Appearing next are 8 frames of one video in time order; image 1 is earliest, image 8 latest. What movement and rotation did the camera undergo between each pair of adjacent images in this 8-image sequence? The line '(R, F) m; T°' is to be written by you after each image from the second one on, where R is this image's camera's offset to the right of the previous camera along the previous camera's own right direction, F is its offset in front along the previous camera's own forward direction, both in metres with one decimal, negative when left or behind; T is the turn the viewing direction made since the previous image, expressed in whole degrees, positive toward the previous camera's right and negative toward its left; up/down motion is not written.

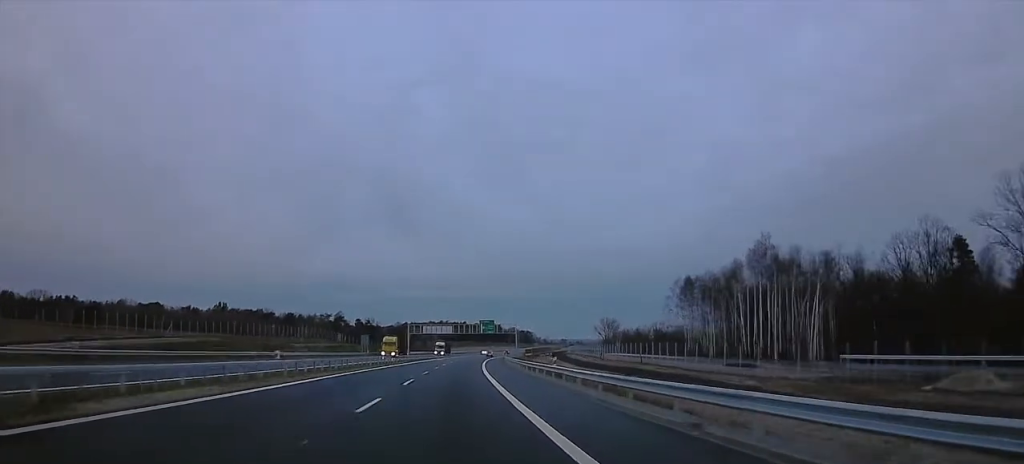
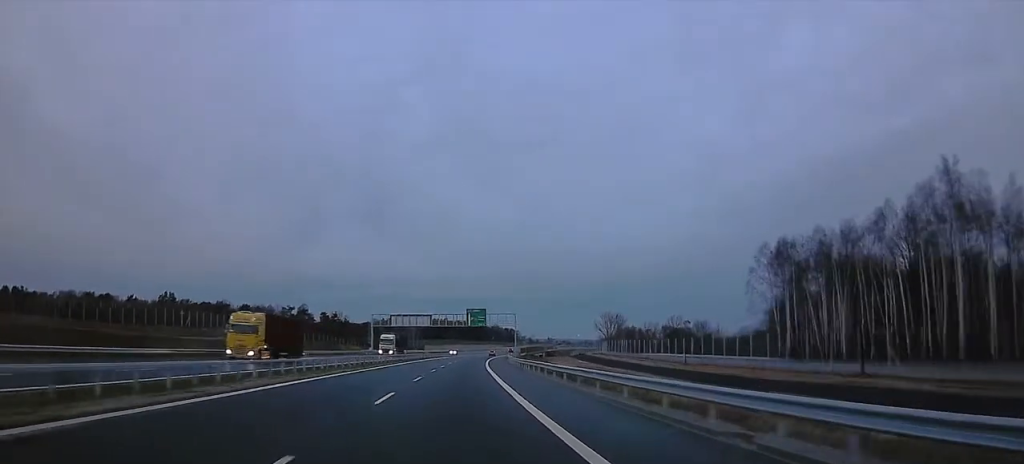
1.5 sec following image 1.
(-0.5, +46.5) m; 0°
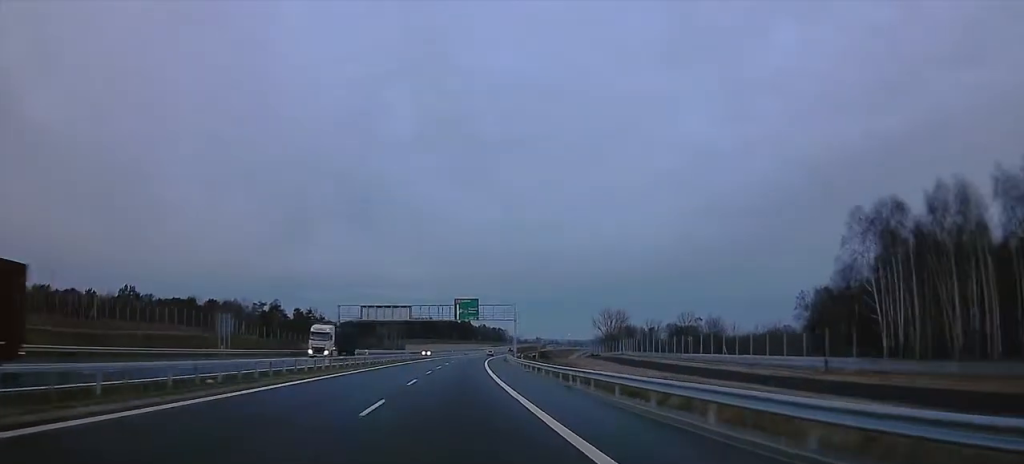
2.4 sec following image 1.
(0.0, +26.8) m; +2°
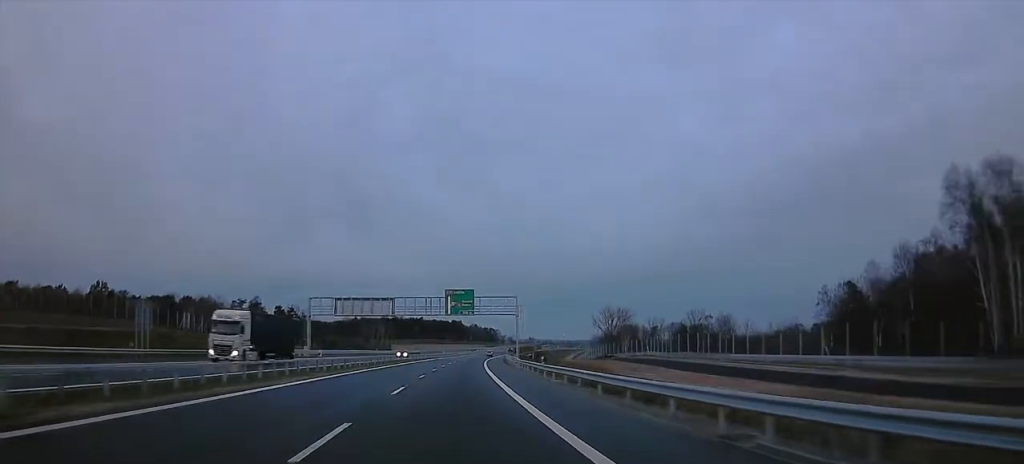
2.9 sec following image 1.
(+0.8, +17.6) m; +1°
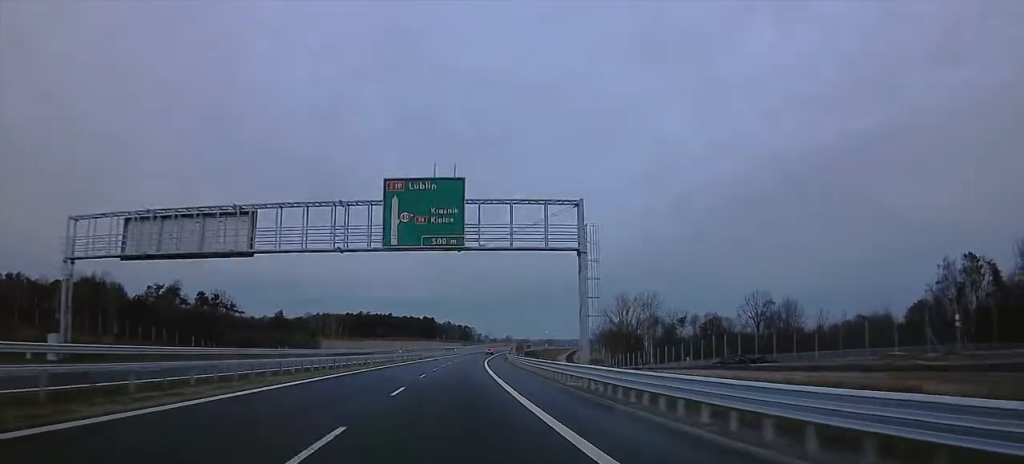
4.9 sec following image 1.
(+0.6, +61.0) m; +2°
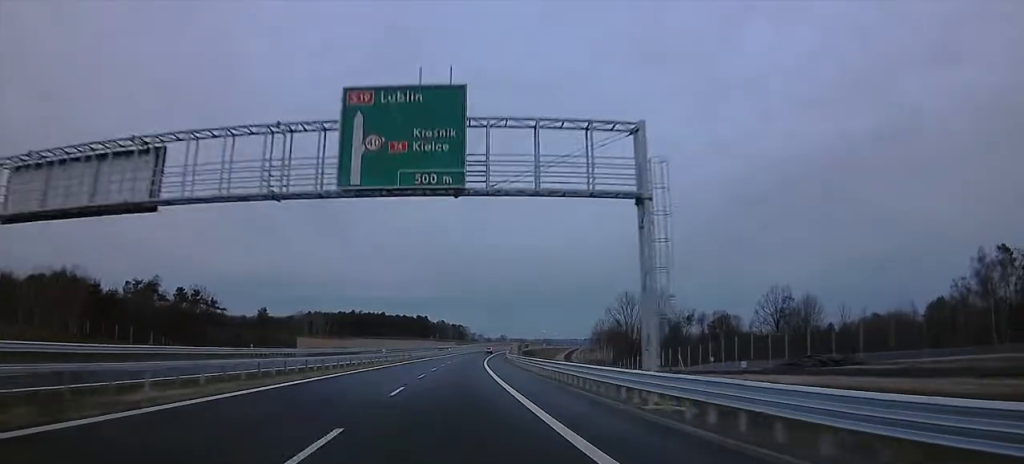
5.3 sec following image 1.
(-0.1, +12.5) m; +1°
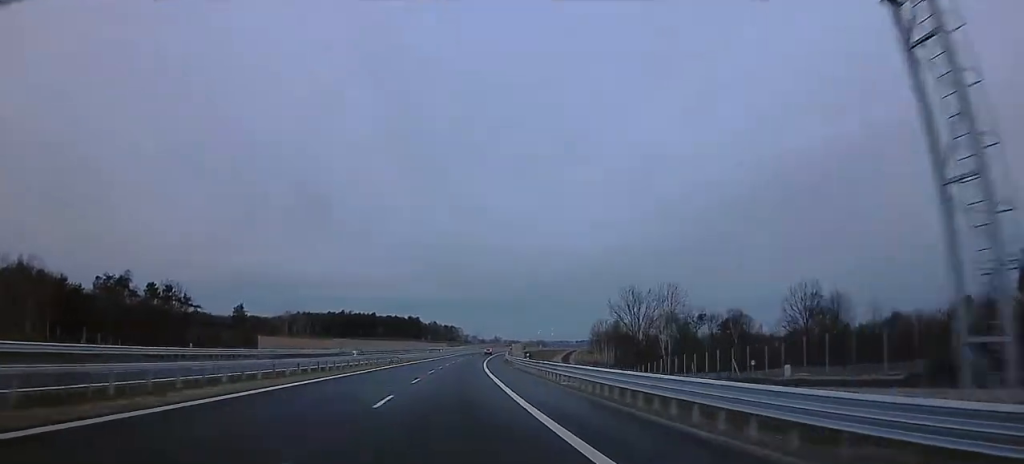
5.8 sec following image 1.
(+0.4, +15.5) m; 0°
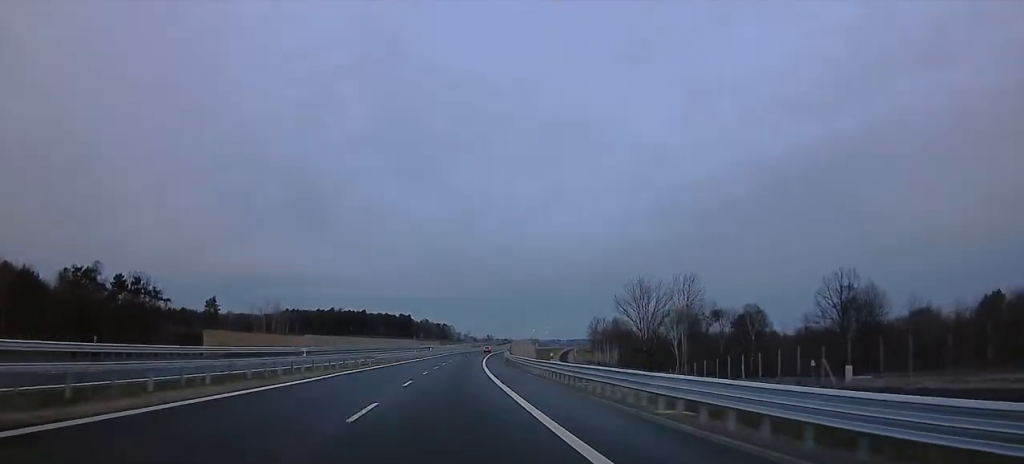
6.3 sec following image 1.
(+0.3, +15.5) m; +1°
